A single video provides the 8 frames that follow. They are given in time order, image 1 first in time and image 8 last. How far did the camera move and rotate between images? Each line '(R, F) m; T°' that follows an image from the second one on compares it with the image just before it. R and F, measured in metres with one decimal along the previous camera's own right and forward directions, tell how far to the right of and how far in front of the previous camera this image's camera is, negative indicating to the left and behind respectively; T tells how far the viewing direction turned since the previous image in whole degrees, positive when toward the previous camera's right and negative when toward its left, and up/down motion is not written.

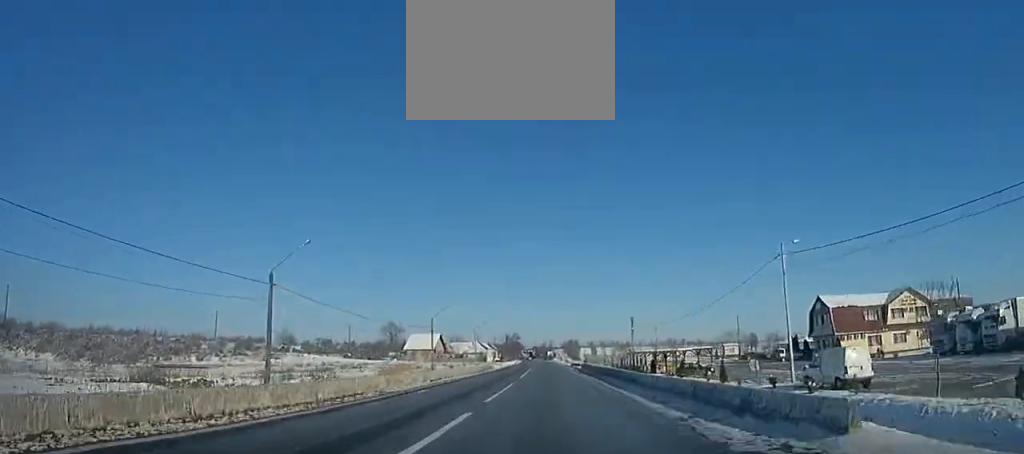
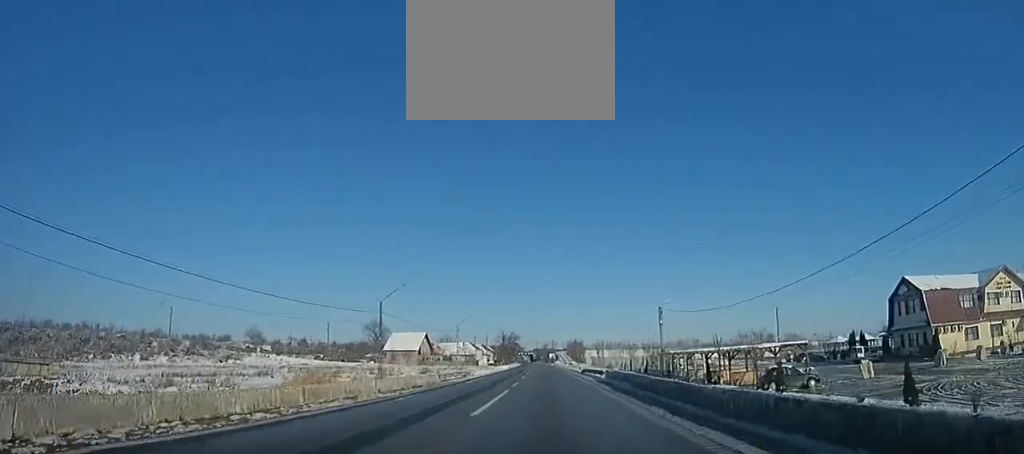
(-0.2, +19.4) m; -1°
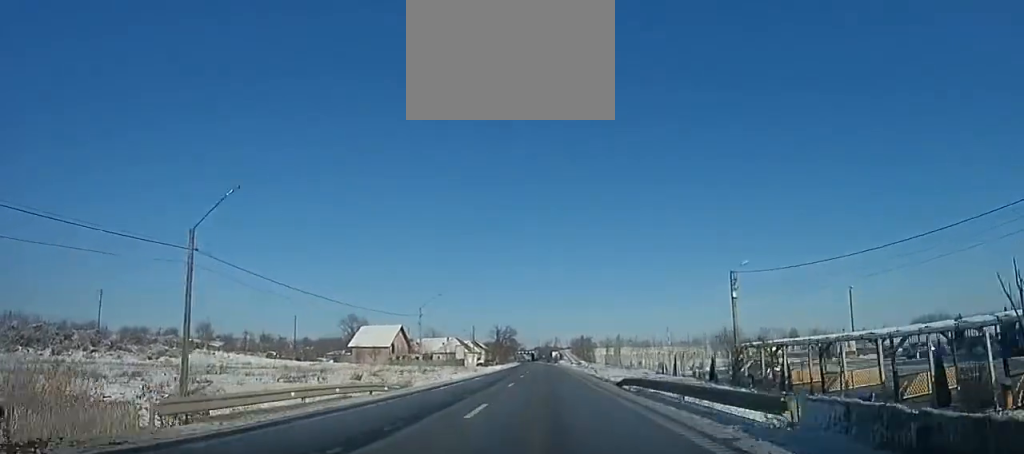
(-0.4, +23.2) m; -1°
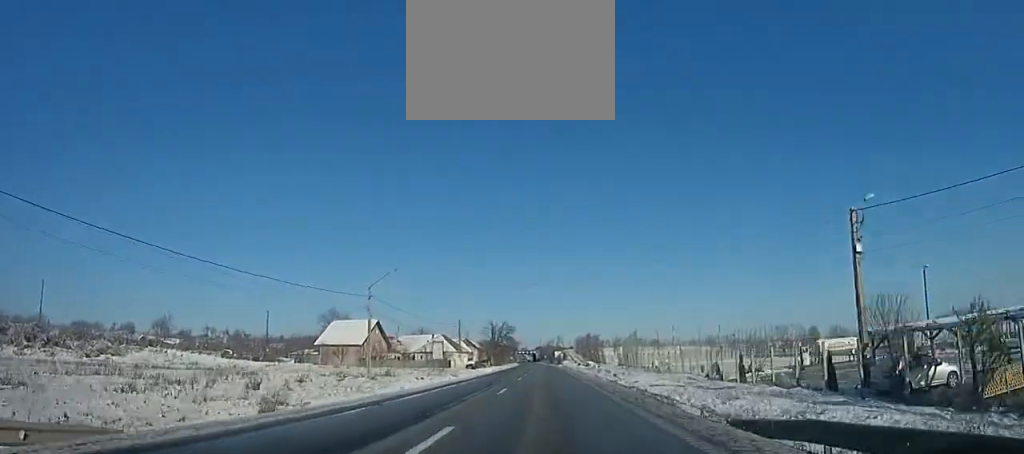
(-0.2, +16.1) m; +1°
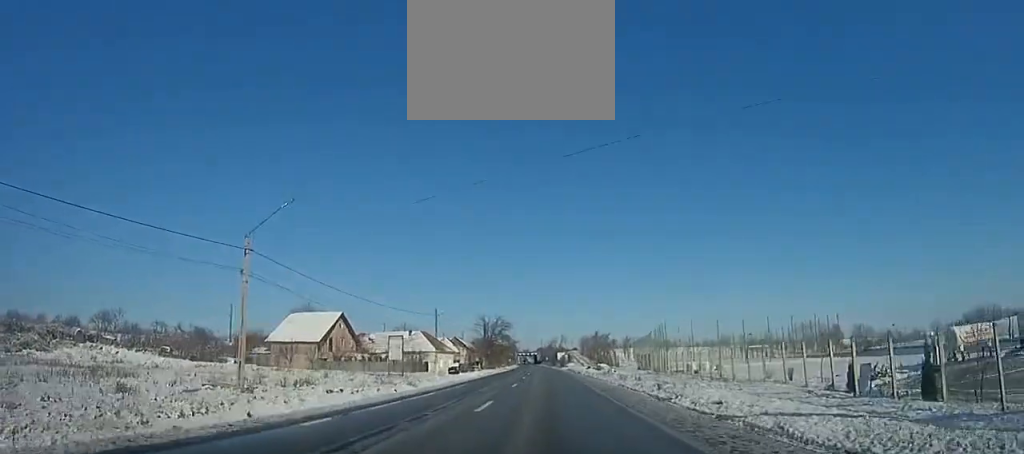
(+0.2, +17.1) m; 0°
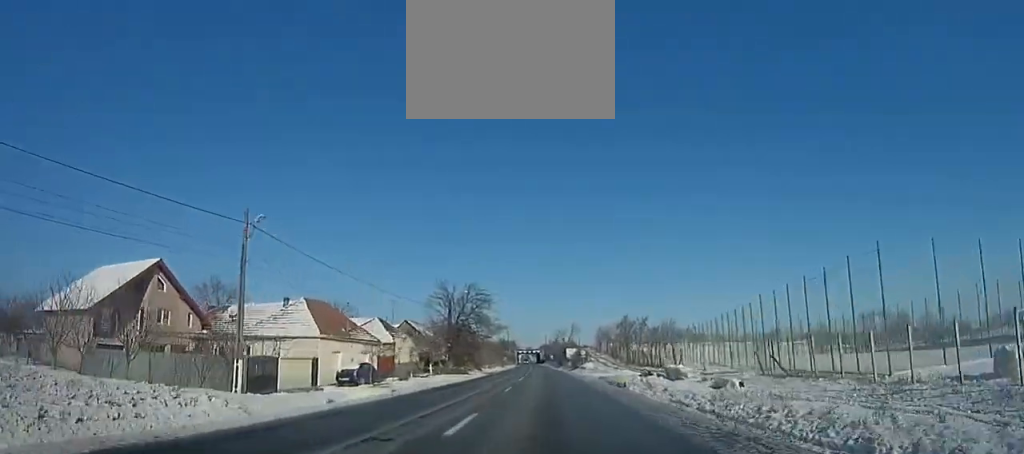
(-0.7, +39.3) m; -1°
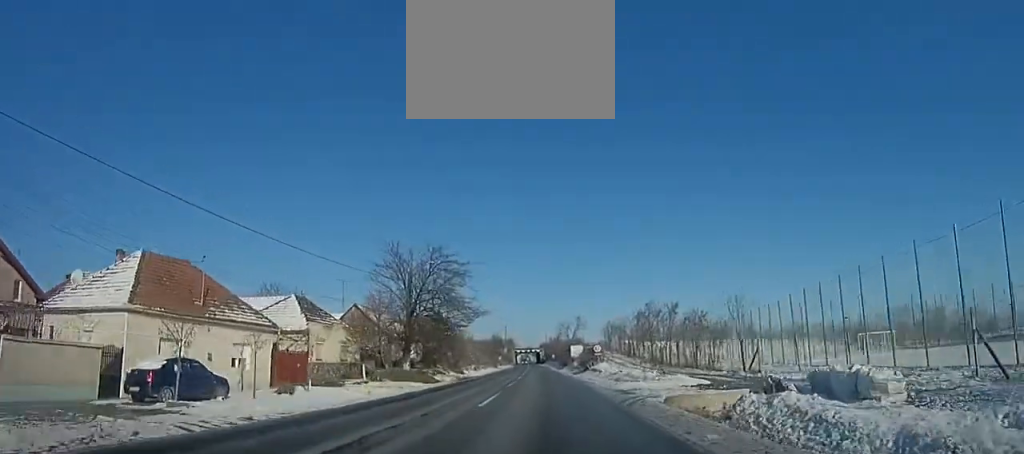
(0.0, +17.8) m; 0°
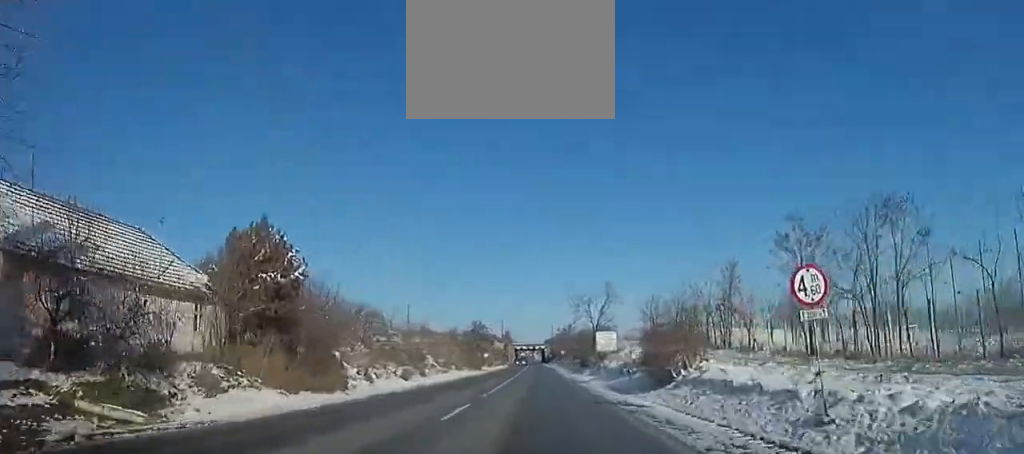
(+0.7, +37.0) m; +1°
